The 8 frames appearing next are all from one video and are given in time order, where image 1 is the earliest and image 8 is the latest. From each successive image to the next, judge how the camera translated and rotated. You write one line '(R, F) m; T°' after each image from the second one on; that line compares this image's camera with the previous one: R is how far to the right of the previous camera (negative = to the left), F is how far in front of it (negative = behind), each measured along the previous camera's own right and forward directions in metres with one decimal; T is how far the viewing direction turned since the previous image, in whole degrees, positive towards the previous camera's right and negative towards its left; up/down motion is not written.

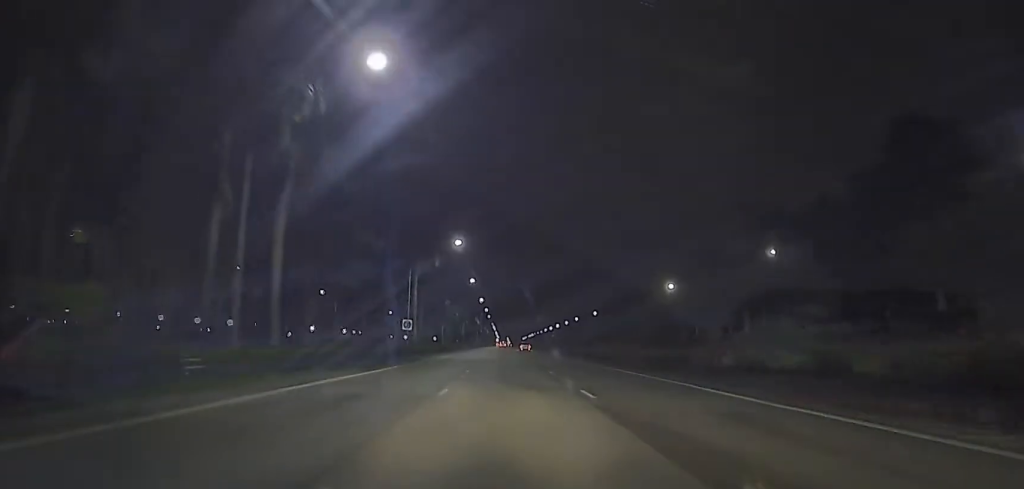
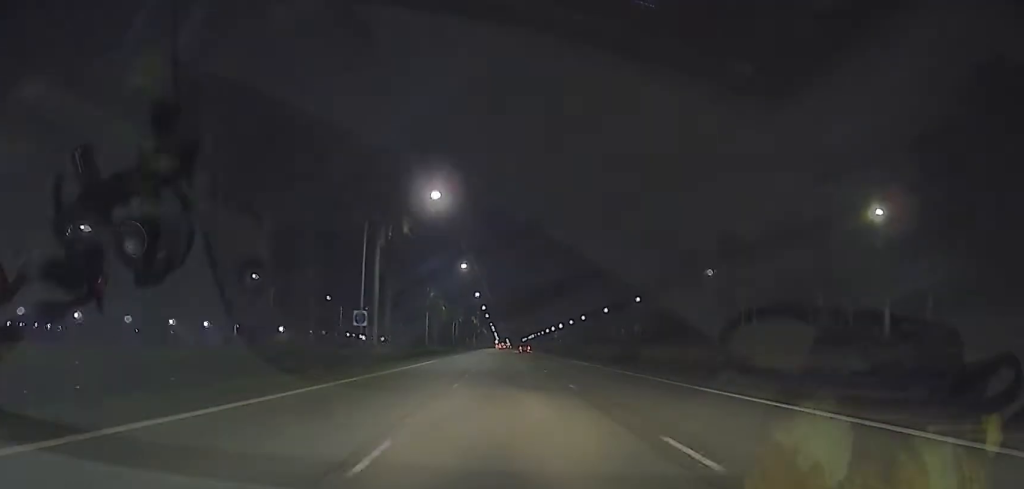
(0.0, +20.6) m; 0°
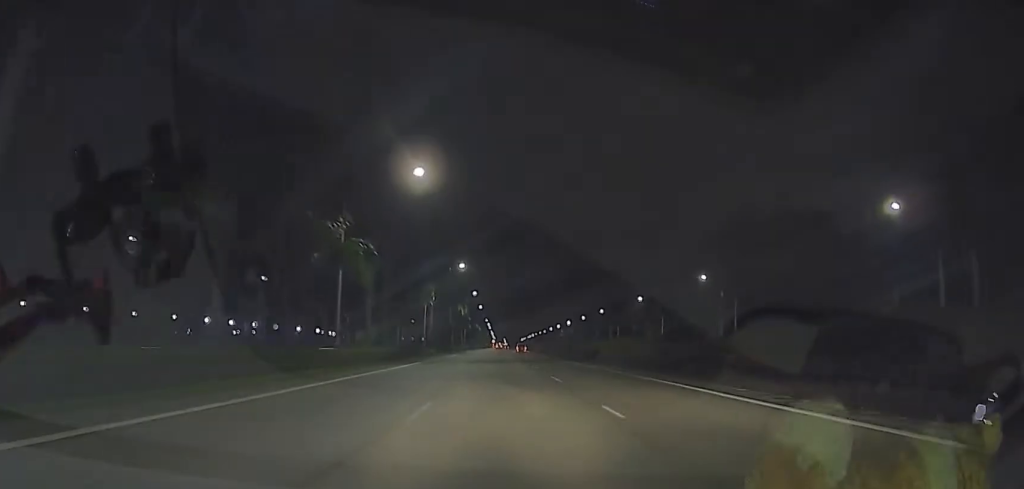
(+0.1, +41.8) m; 0°
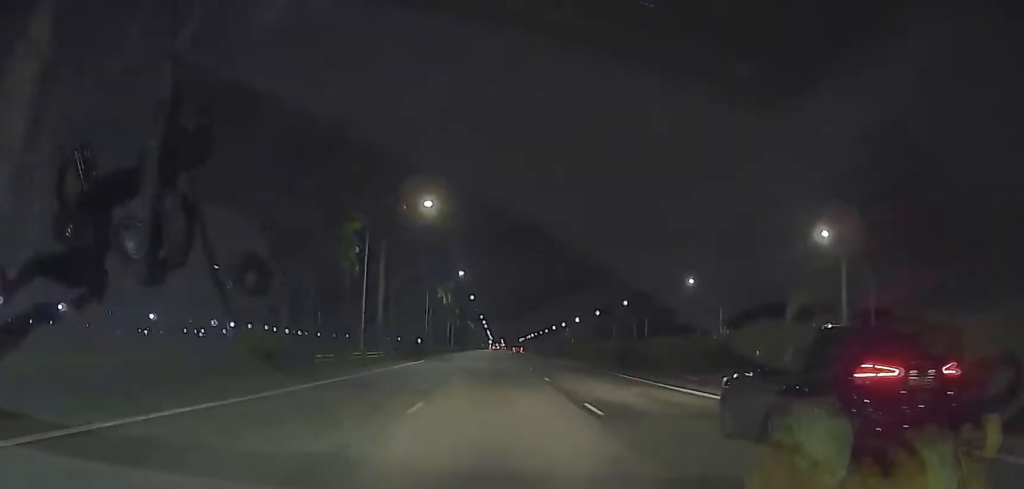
(+0.2, +33.2) m; +1°
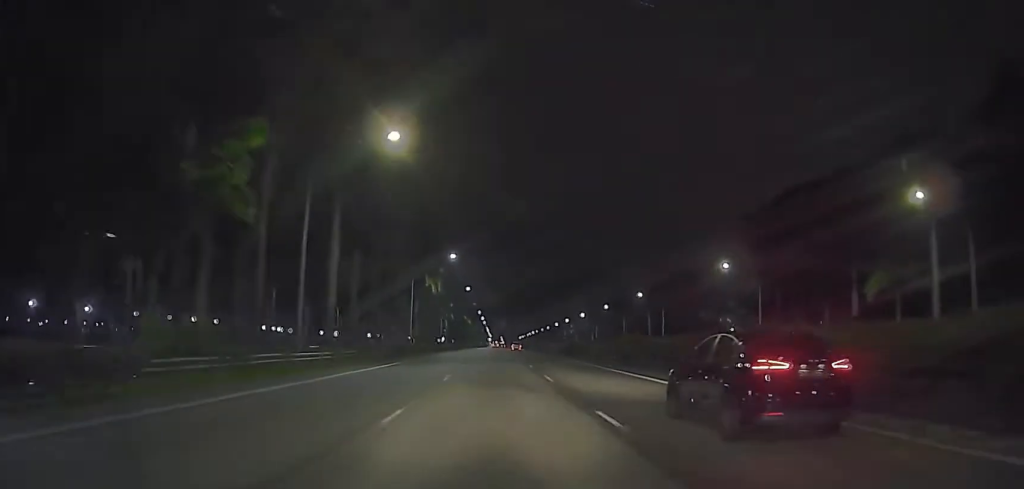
(0.0, +14.0) m; 0°
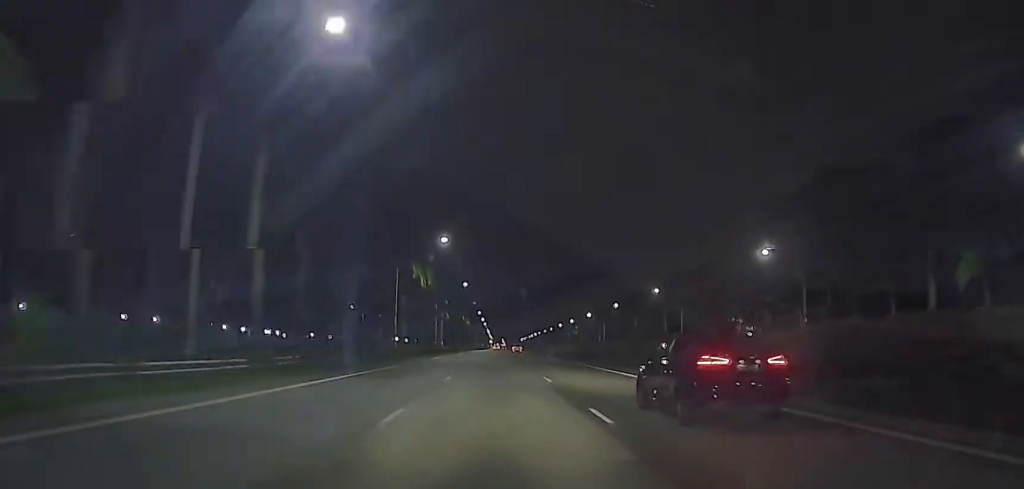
(0.0, +10.9) m; 0°
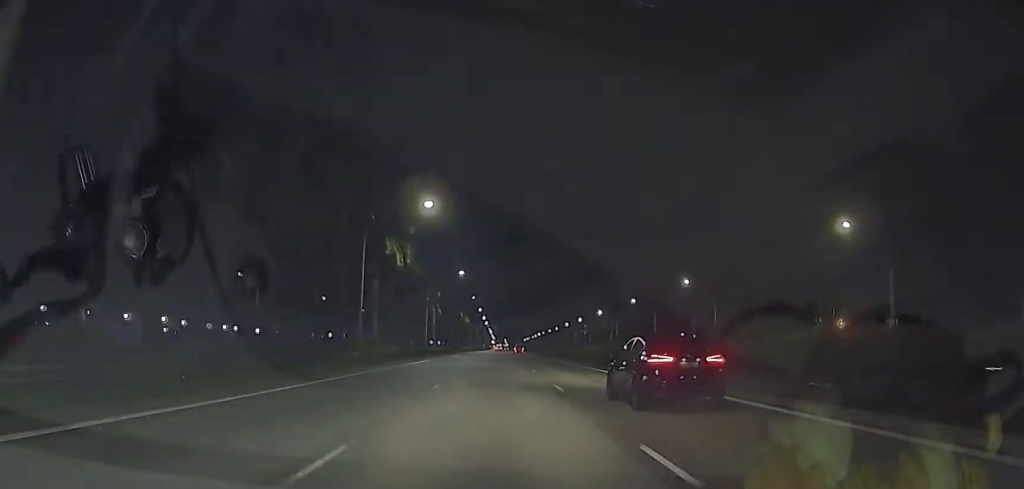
(-0.1, +17.3) m; 0°
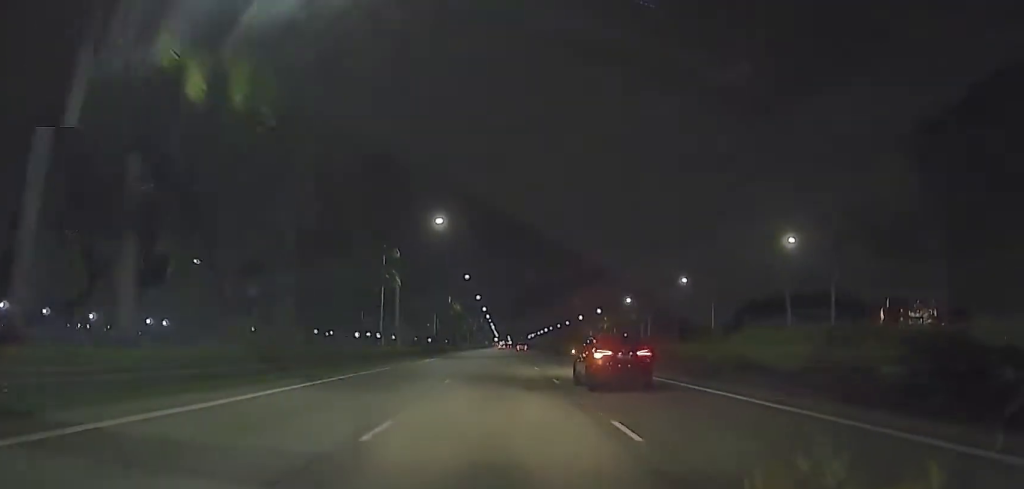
(-0.3, +36.4) m; 0°
